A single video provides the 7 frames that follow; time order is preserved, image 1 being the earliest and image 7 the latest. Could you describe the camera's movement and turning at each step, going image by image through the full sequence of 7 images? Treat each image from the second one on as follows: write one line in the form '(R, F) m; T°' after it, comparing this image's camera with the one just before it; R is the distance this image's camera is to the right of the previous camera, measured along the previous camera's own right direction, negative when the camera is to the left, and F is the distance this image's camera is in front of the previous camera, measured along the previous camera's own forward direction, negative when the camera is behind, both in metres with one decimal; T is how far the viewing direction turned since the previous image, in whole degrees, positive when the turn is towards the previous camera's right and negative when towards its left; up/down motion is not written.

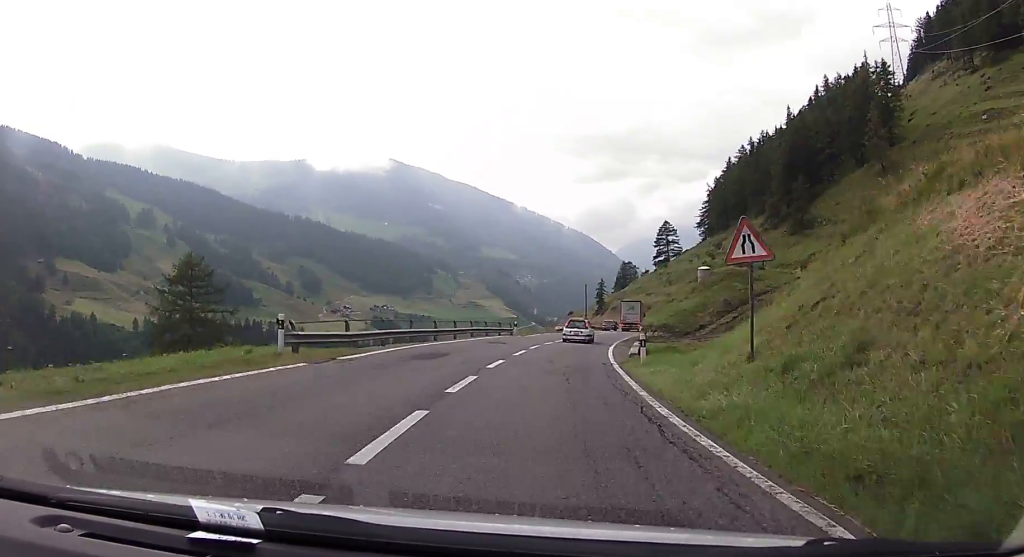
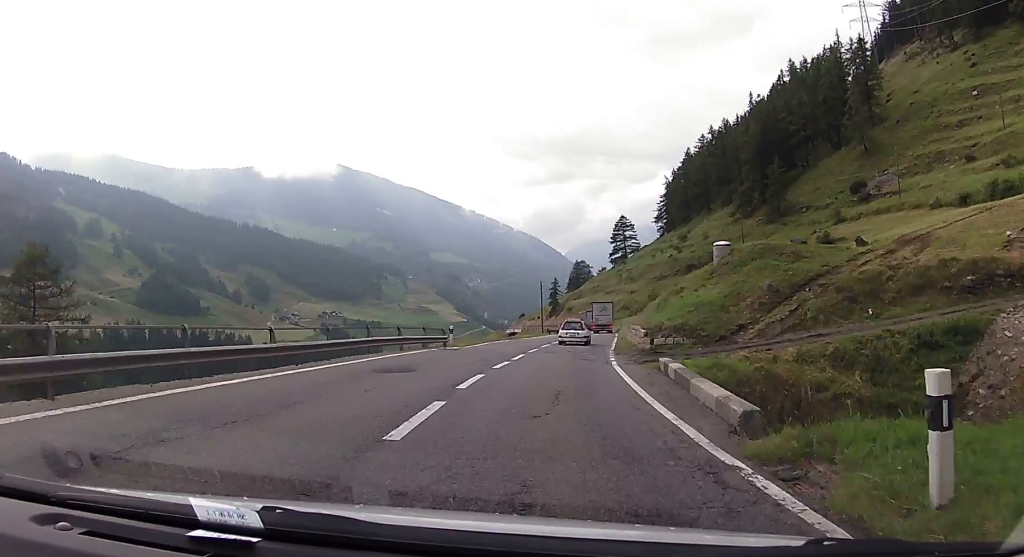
(+0.2, +14.5) m; +3°
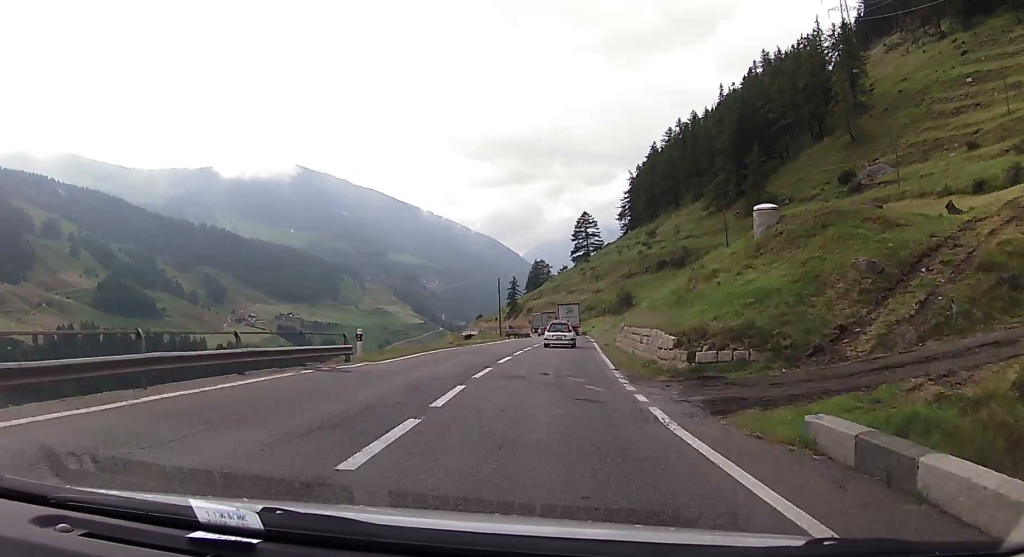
(+0.4, +10.8) m; +3°
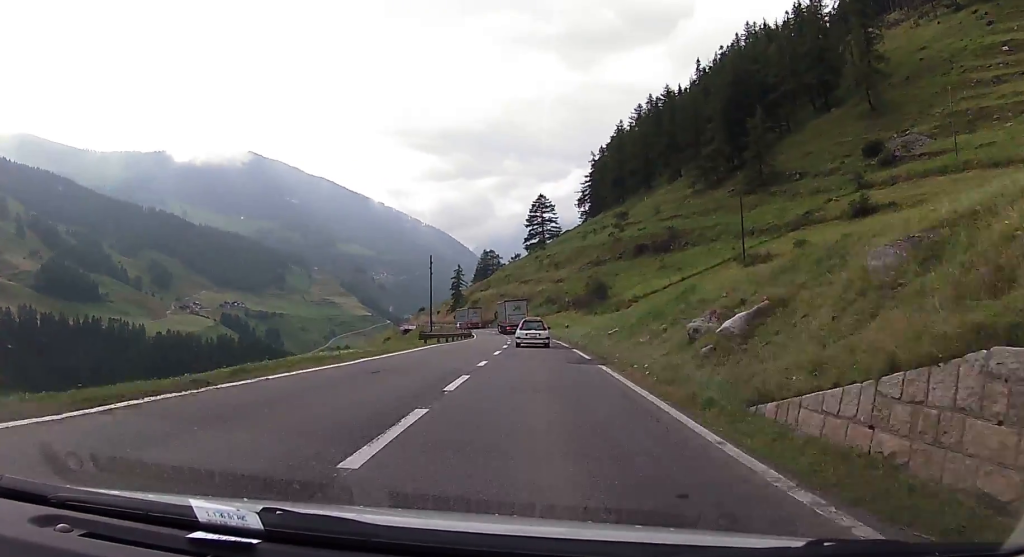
(+1.4, +25.2) m; +4°
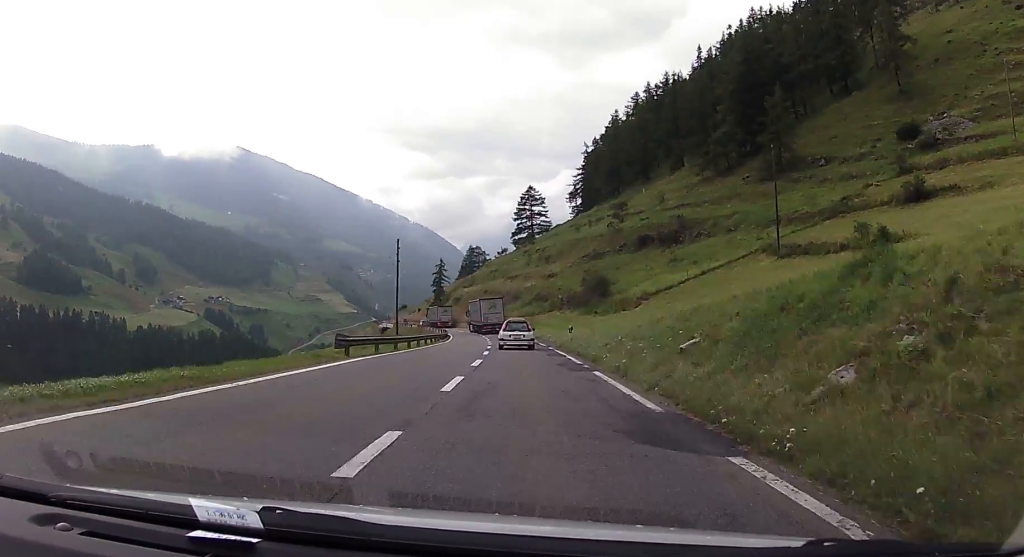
(+0.1, +13.8) m; 0°
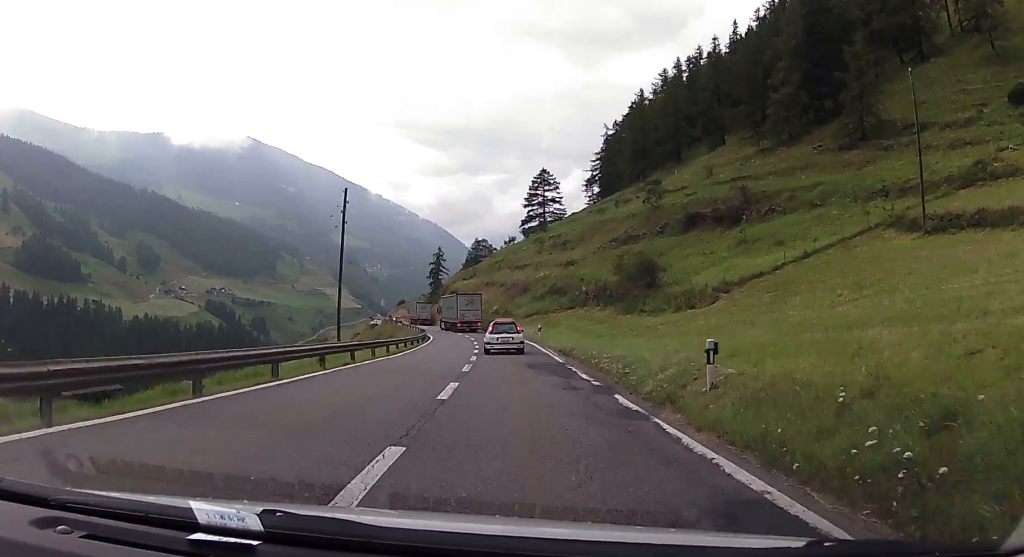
(-0.2, +24.4) m; -1°
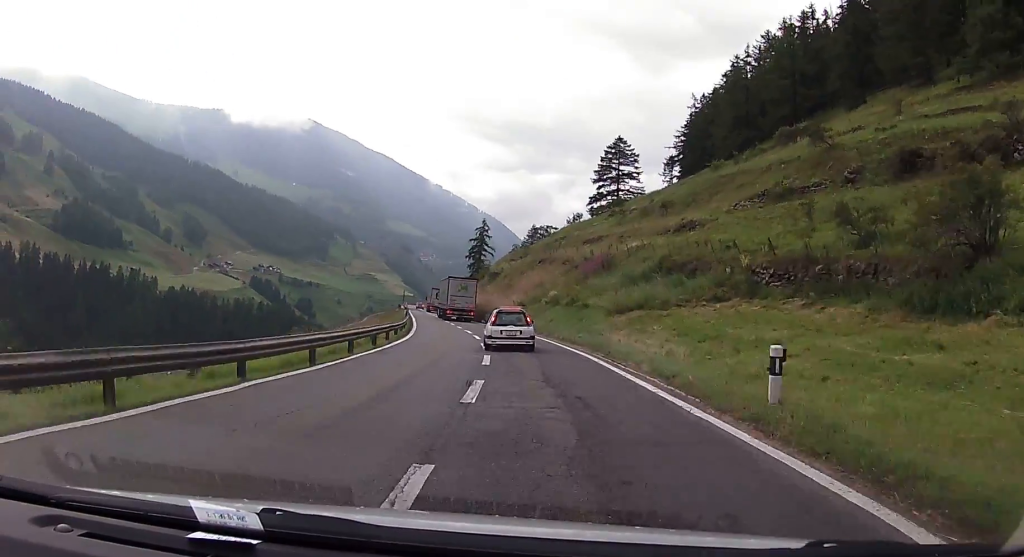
(-0.5, +34.8) m; -3°
